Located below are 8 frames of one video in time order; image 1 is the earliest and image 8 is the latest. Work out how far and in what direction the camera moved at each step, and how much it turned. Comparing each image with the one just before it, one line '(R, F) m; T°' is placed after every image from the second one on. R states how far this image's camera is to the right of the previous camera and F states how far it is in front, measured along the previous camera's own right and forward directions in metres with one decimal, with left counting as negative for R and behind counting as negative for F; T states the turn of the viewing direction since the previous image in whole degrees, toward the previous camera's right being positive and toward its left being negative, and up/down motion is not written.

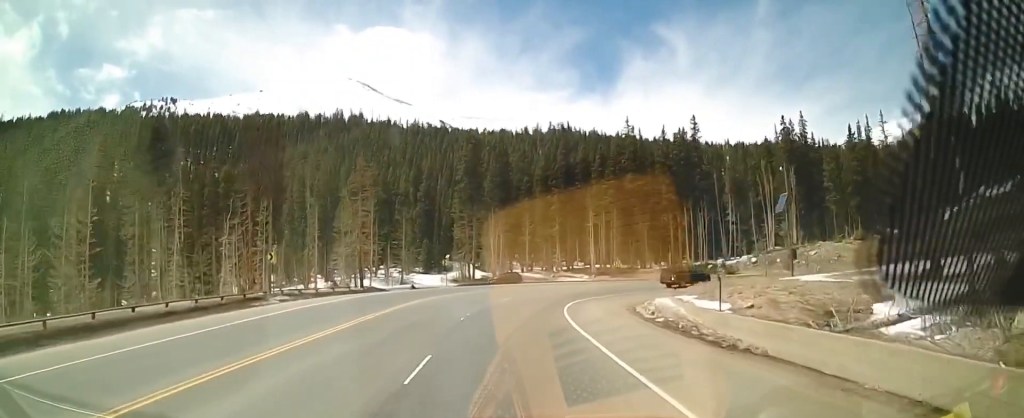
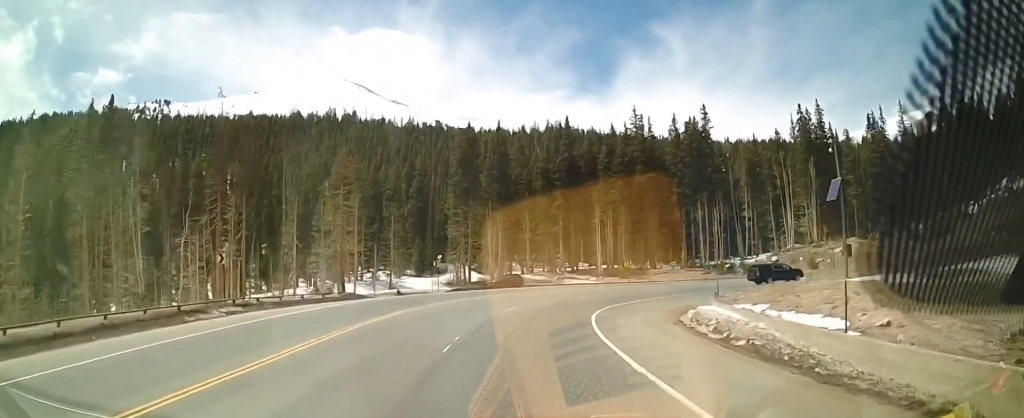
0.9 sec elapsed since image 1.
(0.0, +7.4) m; +1°
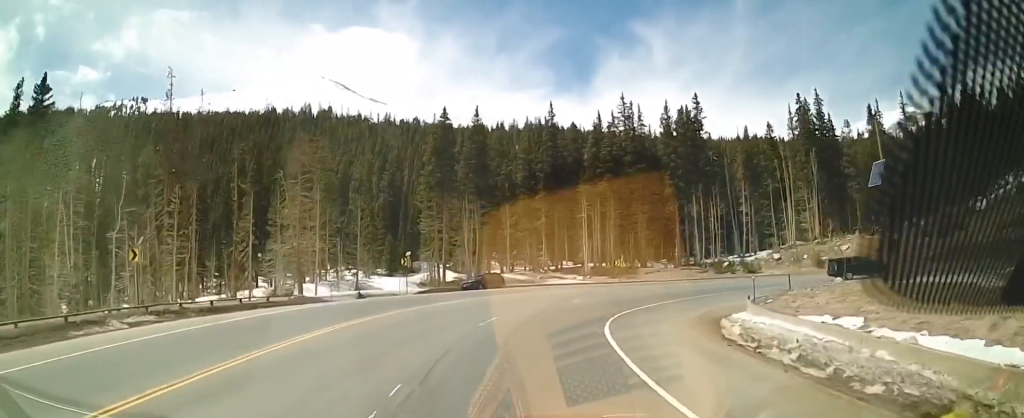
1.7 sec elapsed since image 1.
(+0.2, +6.6) m; +2°
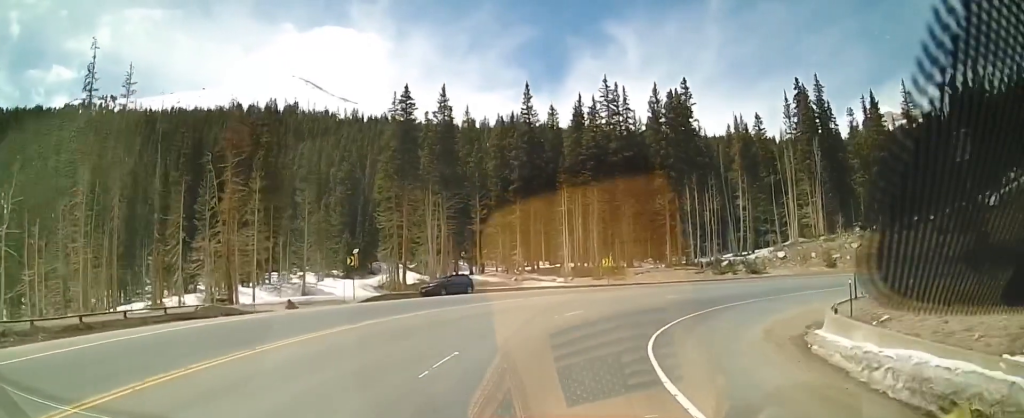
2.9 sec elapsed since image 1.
(+0.2, +8.7) m; +7°
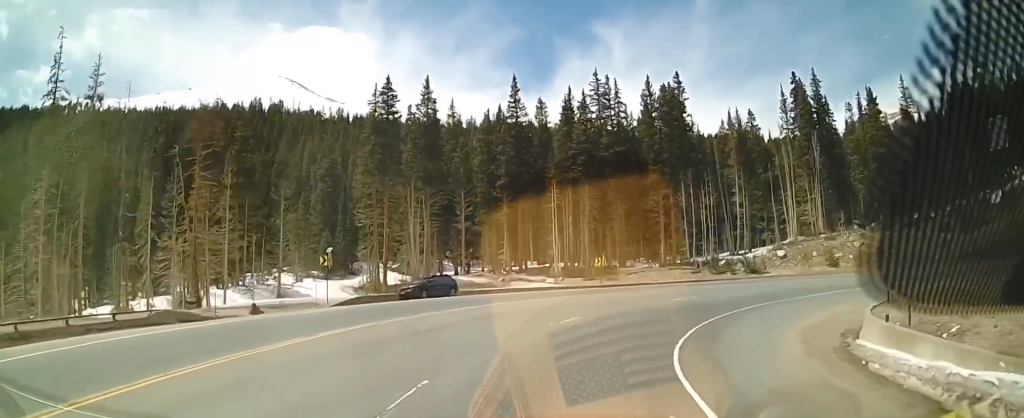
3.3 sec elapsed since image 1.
(+0.3, +3.2) m; +3°
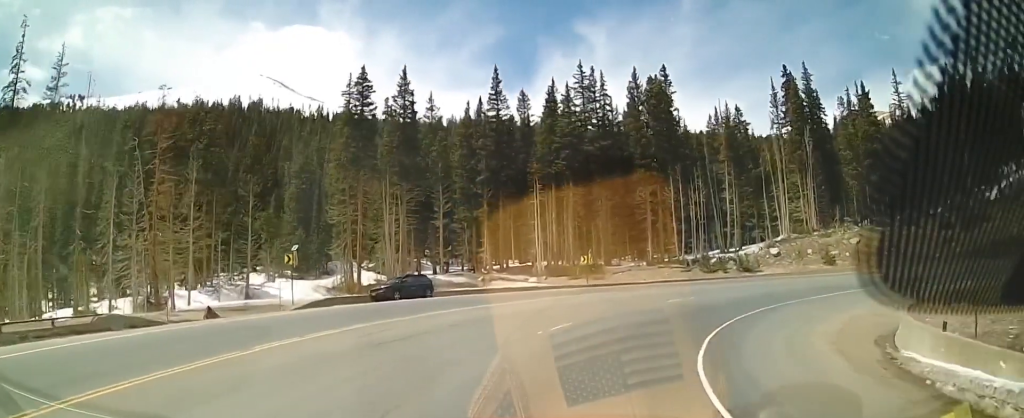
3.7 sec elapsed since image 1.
(+0.1, +2.9) m; +3°
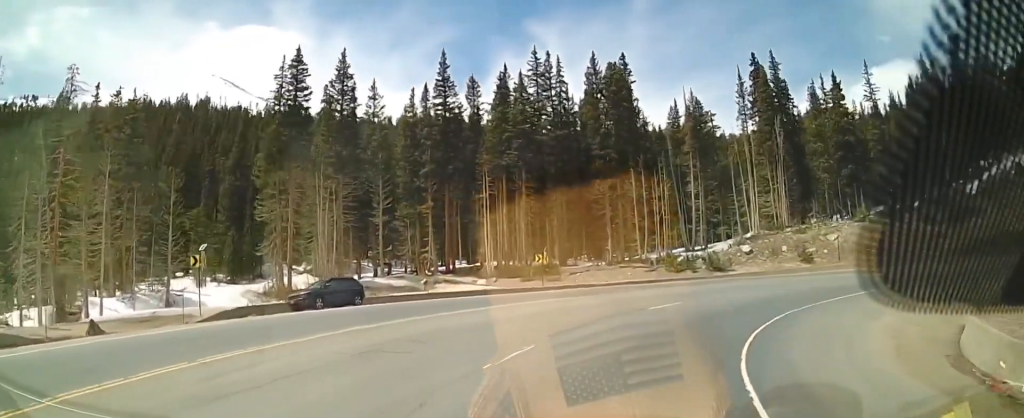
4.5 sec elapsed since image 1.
(+0.2, +5.4) m; +7°
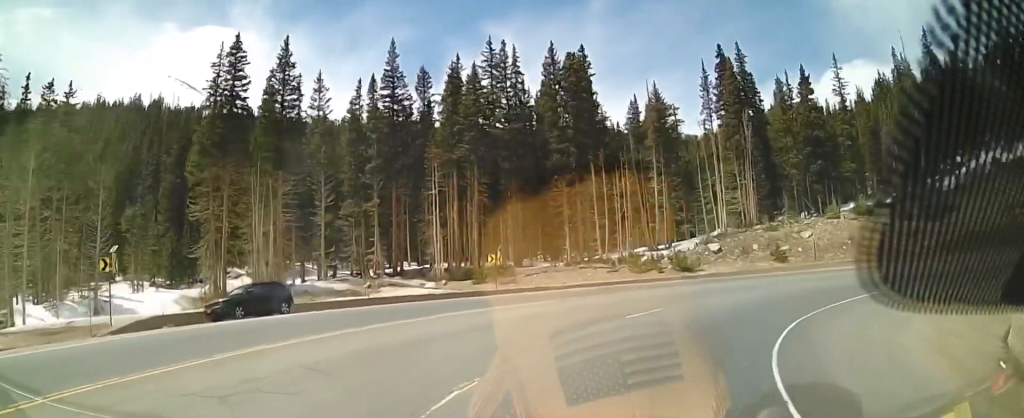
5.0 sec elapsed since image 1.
(+0.1, +3.8) m; +8°
